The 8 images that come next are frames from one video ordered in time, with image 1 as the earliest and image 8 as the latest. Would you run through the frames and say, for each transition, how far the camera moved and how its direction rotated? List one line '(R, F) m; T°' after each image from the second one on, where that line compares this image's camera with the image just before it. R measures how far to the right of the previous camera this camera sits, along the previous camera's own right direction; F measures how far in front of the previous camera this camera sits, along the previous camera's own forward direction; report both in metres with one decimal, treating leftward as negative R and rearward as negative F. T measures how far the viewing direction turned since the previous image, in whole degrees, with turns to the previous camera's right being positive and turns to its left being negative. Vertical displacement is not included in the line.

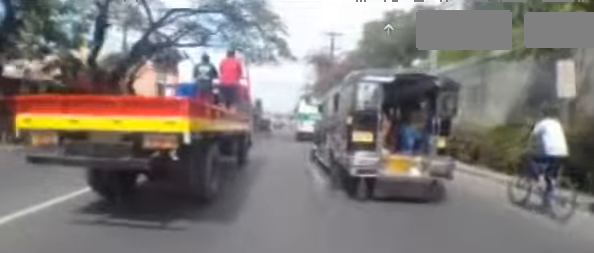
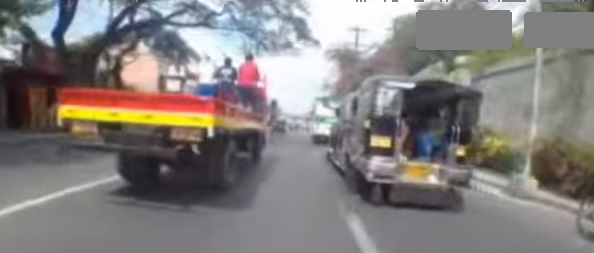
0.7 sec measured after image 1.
(+0.2, +4.0) m; +2°
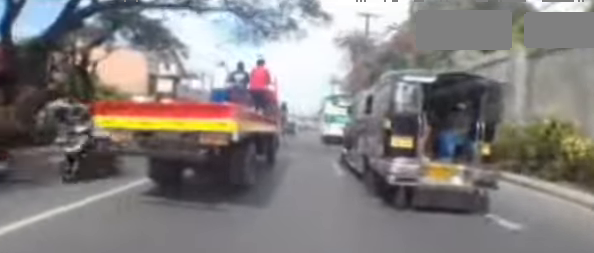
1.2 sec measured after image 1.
(+0.1, +3.6) m; 0°
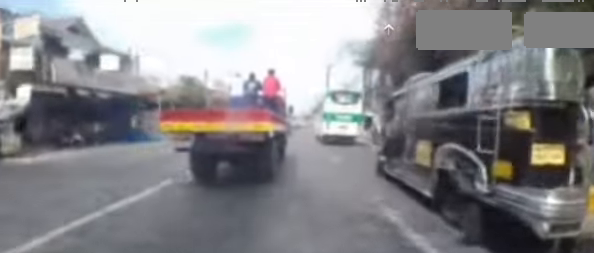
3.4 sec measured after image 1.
(0.0, +13.8) m; -3°
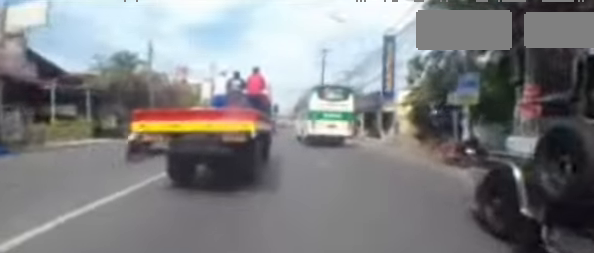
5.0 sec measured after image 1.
(0.0, +11.9) m; +4°
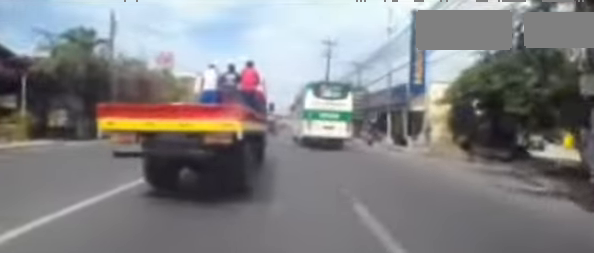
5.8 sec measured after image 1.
(+0.1, +5.4) m; 0°
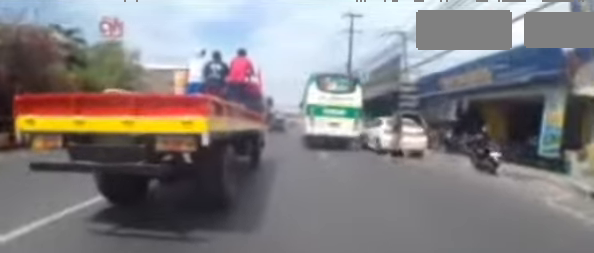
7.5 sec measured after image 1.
(-0.5, +11.6) m; -6°
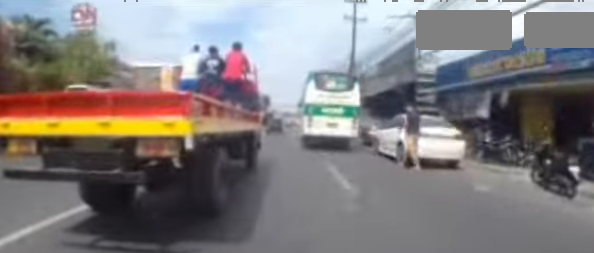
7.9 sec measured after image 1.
(-0.1, +2.6) m; 0°
